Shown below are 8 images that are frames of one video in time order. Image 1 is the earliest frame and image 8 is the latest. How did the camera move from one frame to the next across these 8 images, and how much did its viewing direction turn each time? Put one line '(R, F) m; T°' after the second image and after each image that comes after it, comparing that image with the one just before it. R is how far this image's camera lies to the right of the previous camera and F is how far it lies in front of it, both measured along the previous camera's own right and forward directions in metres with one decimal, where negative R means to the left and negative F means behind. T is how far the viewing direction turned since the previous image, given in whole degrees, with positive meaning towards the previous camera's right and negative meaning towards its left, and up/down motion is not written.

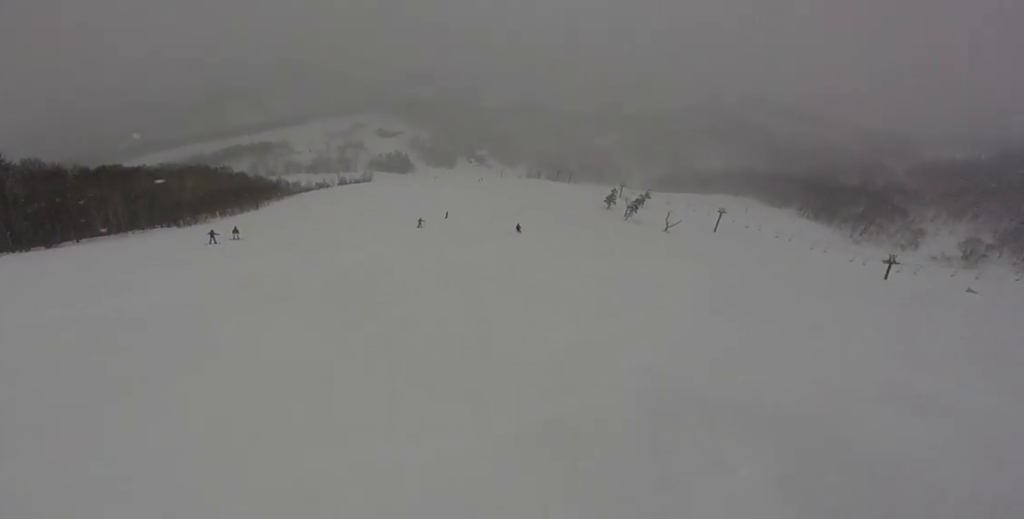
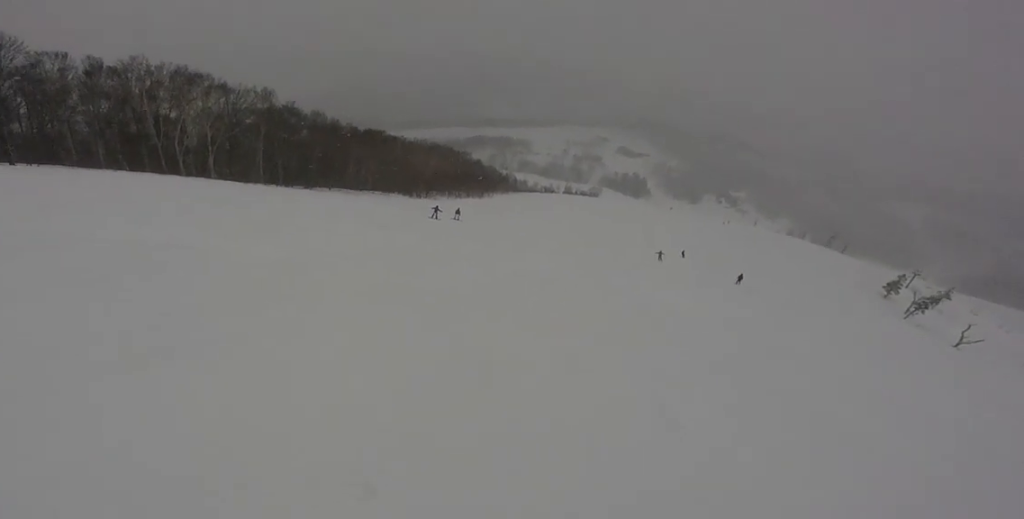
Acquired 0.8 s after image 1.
(-1.1, +3.4) m; -21°
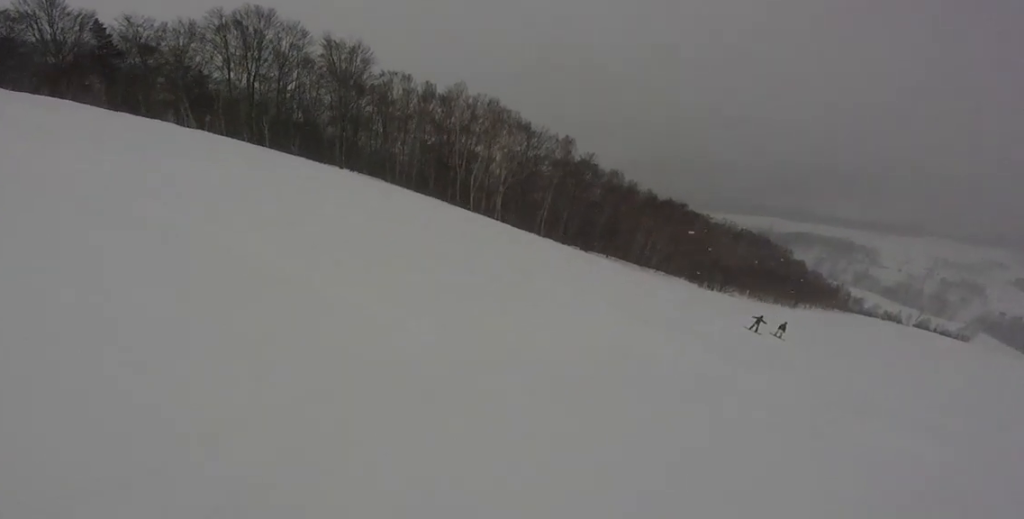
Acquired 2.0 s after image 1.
(-0.9, +5.7) m; -31°
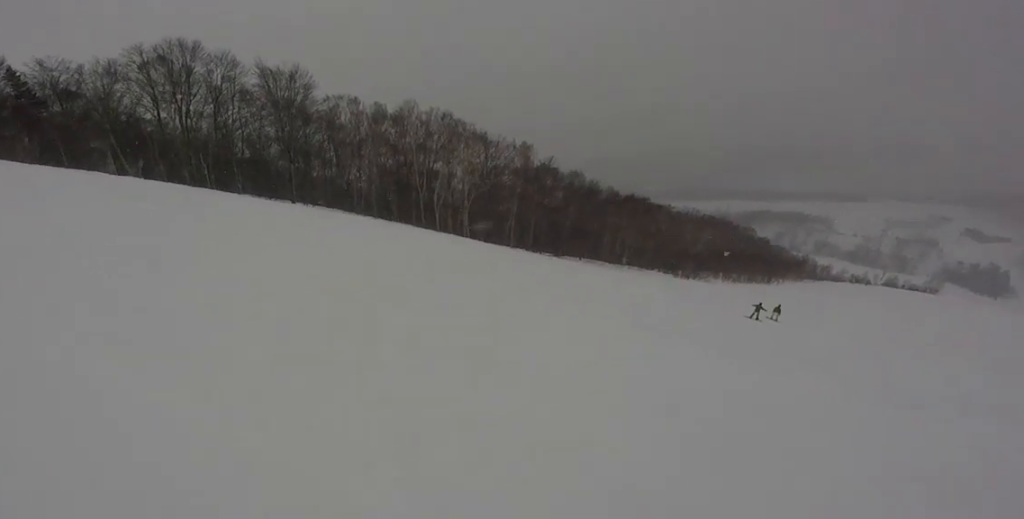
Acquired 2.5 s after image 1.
(-0.9, +2.4) m; -7°
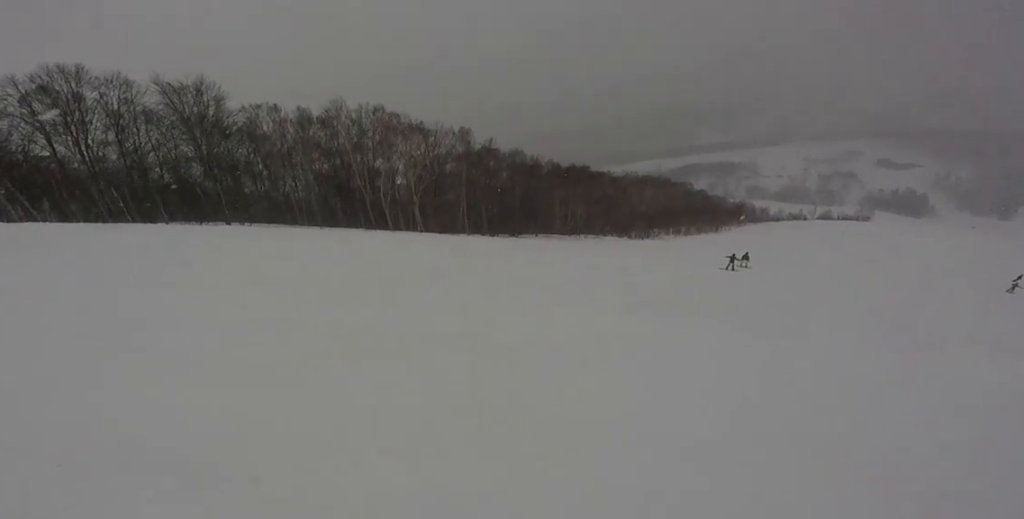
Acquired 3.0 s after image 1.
(-0.5, +2.2) m; -6°
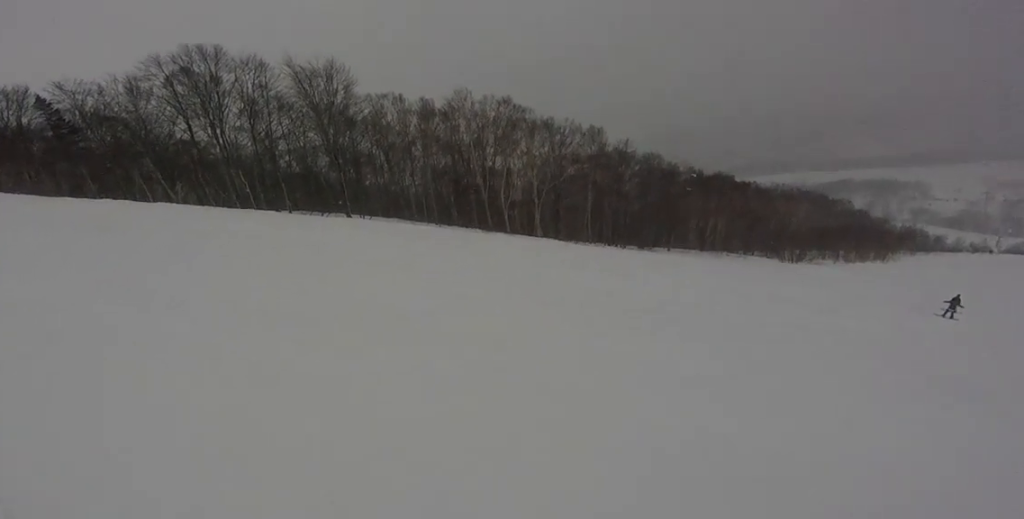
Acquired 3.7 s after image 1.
(+0.5, +3.7) m; +9°
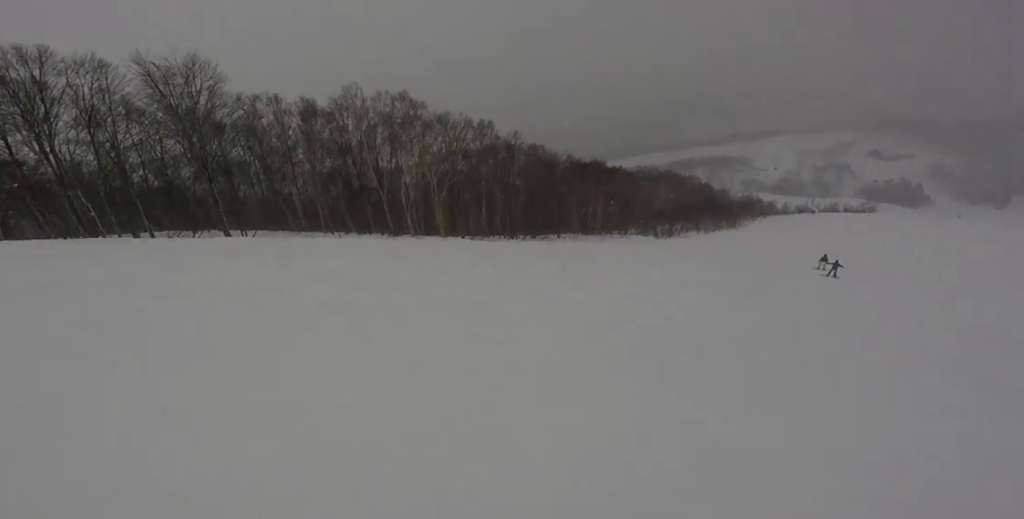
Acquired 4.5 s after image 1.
(+0.3, +3.8) m; +13°
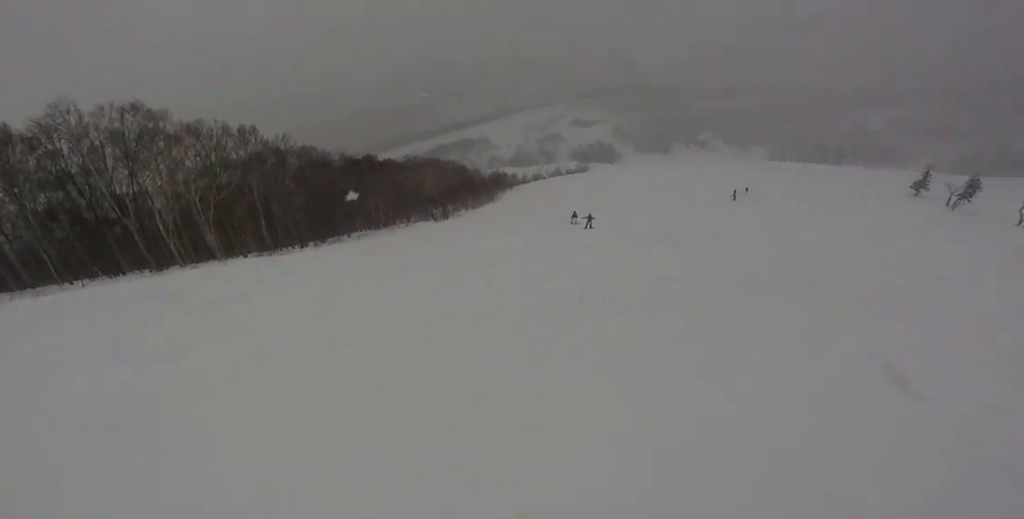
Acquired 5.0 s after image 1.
(-0.2, +2.4) m; +10°
